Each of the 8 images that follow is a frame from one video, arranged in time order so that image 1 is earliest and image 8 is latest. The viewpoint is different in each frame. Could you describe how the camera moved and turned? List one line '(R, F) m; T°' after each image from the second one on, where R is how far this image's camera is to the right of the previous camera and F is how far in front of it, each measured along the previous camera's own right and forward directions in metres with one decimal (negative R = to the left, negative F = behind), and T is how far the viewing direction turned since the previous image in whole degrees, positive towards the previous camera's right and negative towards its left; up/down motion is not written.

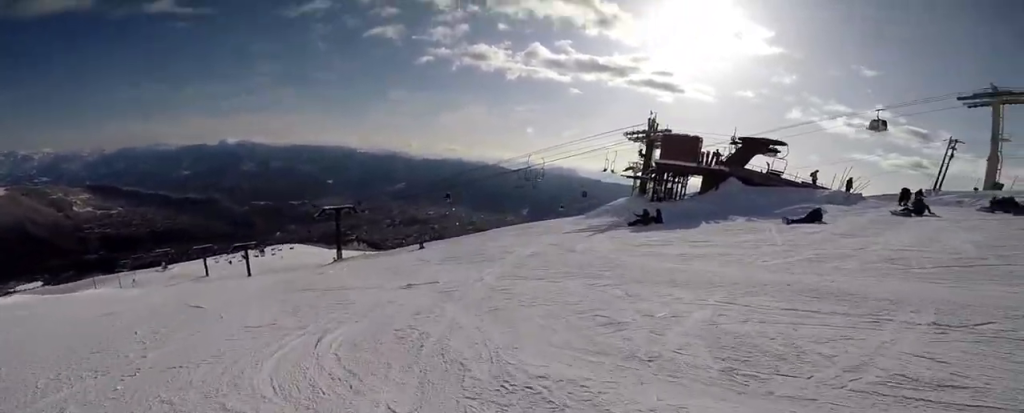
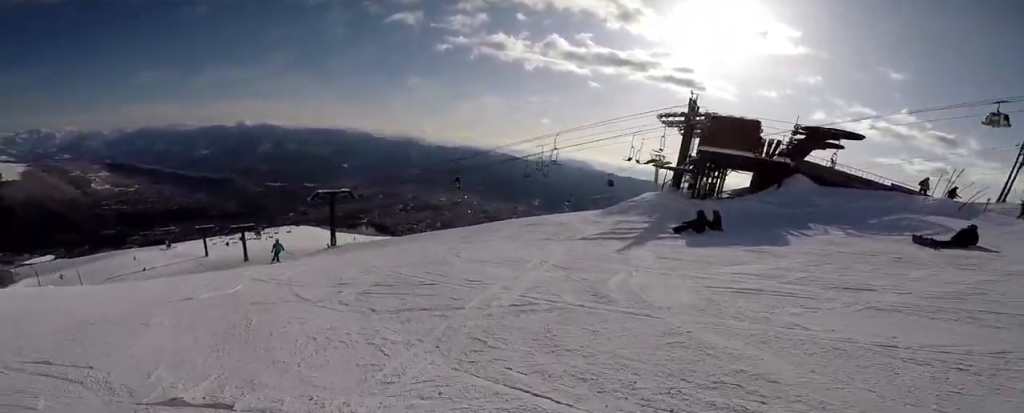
(+0.8, +5.6) m; +10°
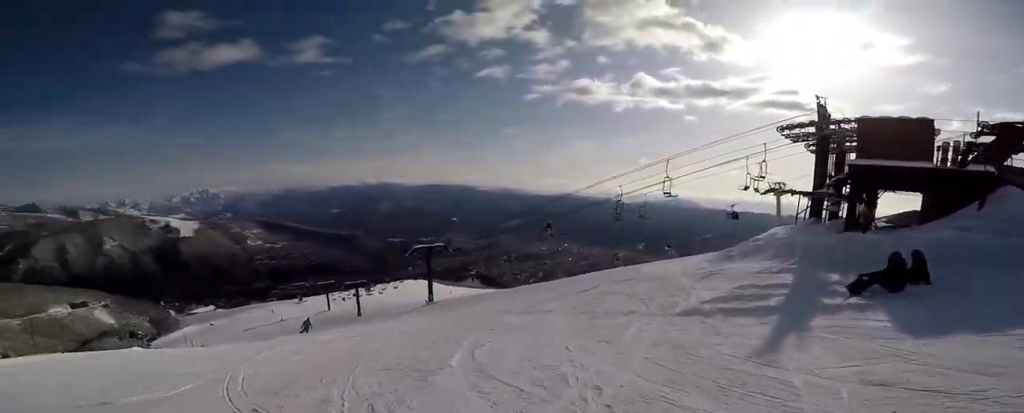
(+0.1, +4.8) m; -6°
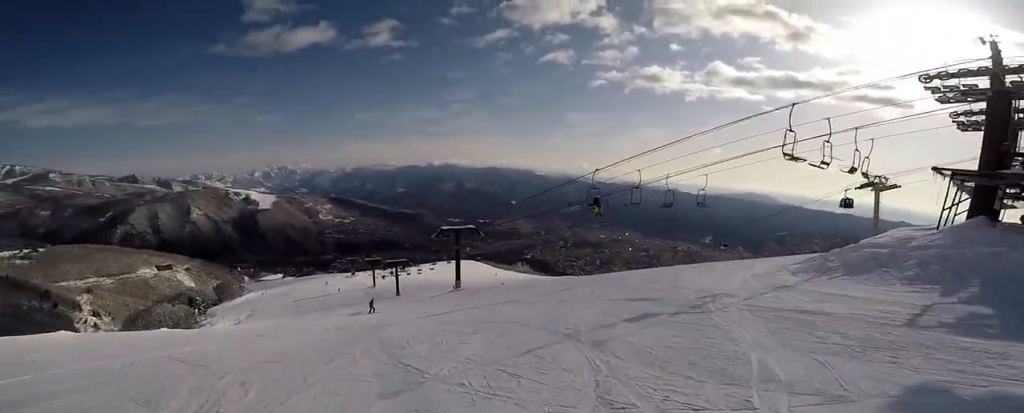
(-1.4, +8.3) m; -15°
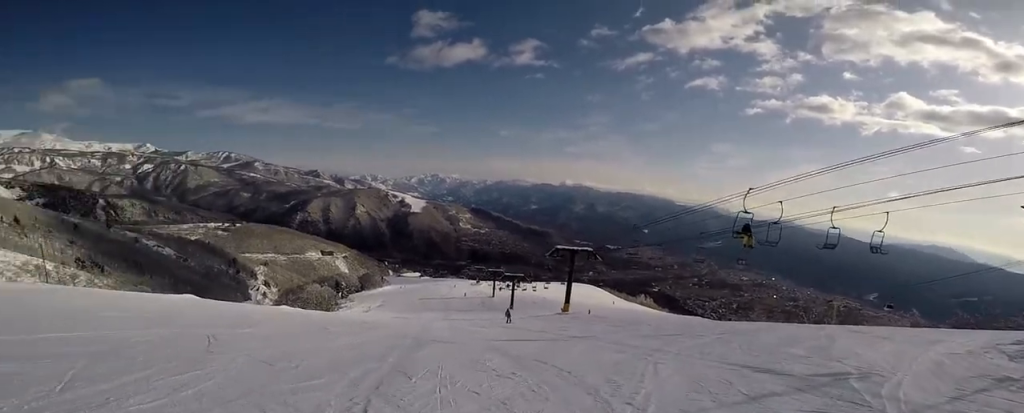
(0.0, +2.9) m; -21°
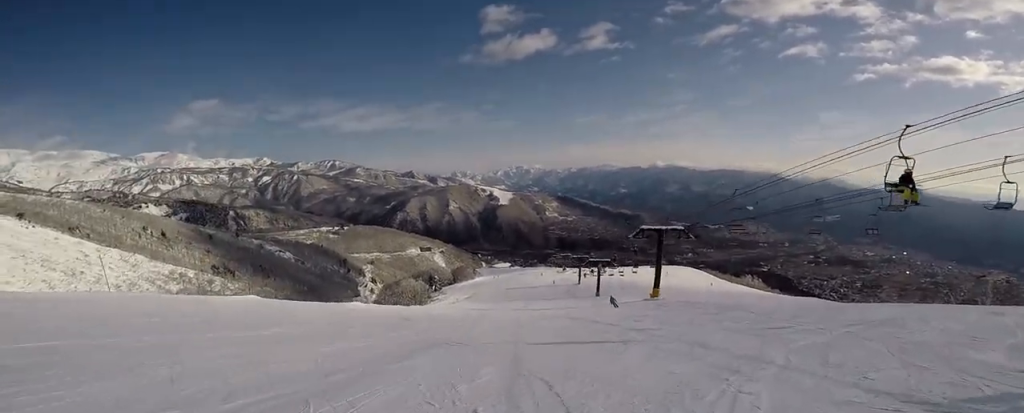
(-0.3, +2.9) m; -21°
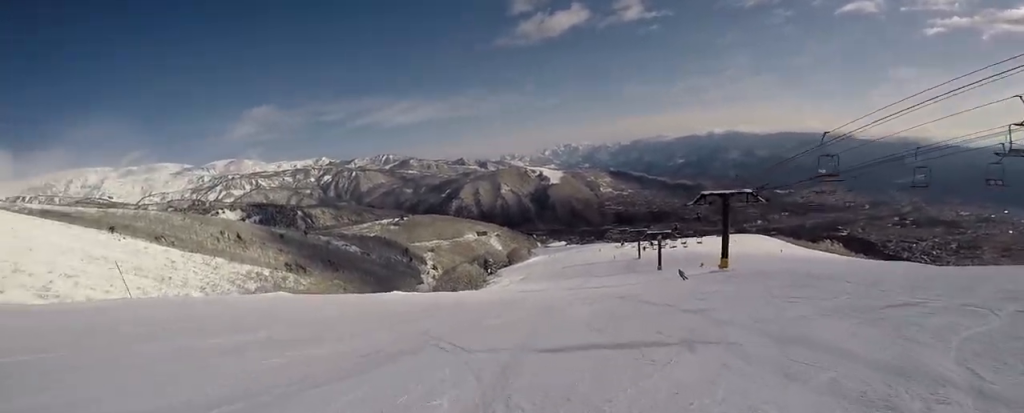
(-1.1, +2.6) m; -14°
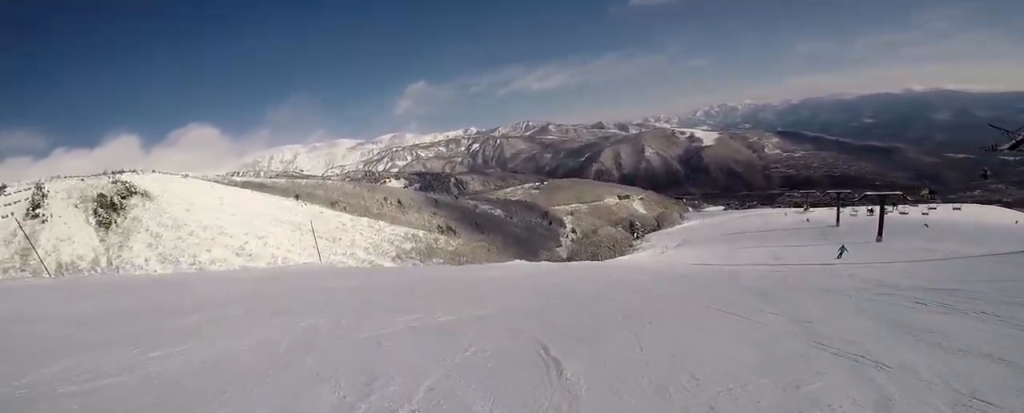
(-4.1, +10.6) m; -26°
